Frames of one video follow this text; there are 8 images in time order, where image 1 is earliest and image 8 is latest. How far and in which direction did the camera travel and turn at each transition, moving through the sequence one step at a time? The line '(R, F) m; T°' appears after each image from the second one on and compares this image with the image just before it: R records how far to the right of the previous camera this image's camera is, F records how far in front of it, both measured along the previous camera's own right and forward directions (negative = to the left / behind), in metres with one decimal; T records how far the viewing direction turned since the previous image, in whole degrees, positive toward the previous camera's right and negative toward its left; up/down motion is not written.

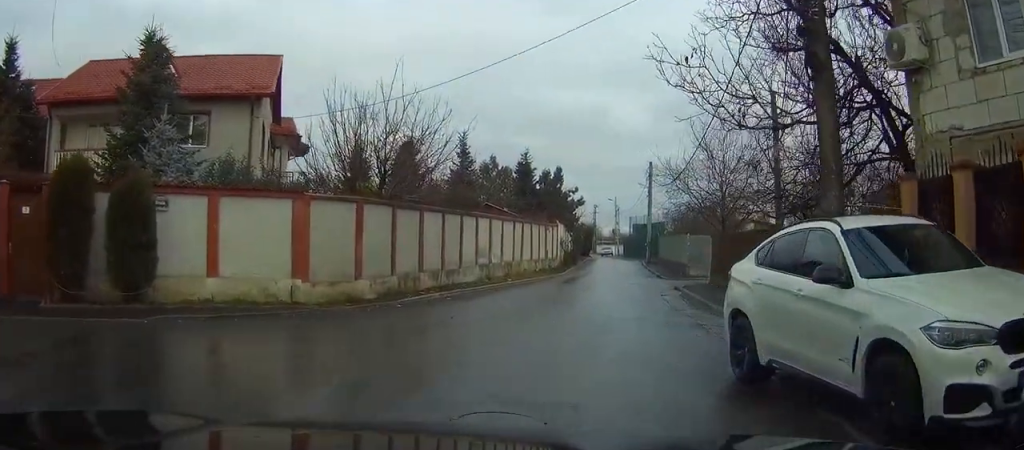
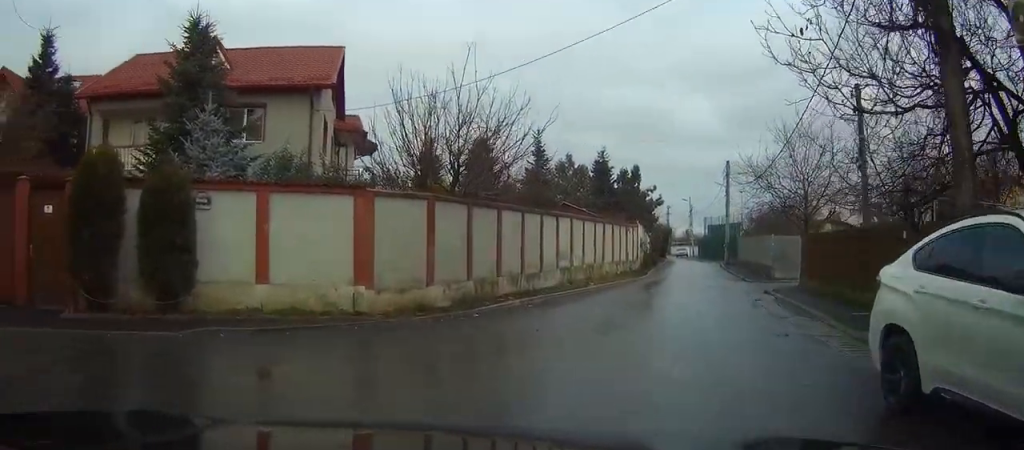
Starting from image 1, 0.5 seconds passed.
(0.0, +2.0) m; -5°
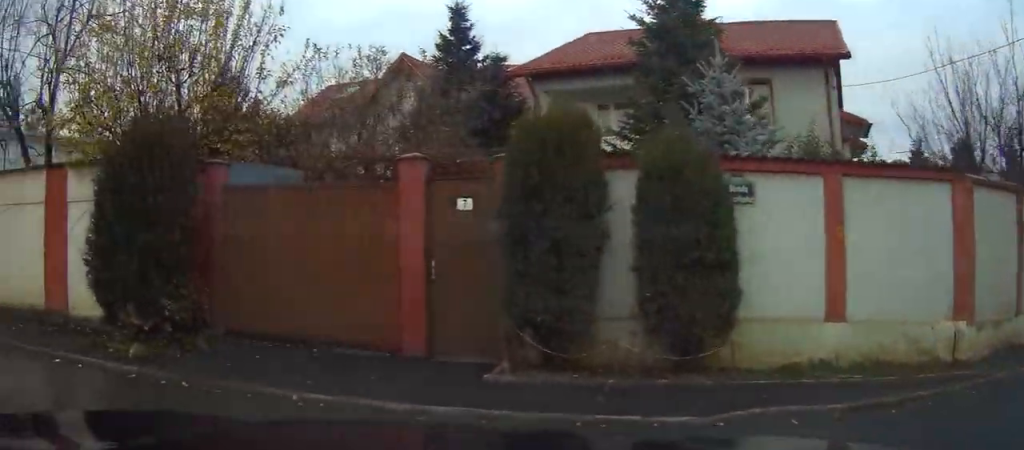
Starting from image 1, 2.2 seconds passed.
(-1.2, +5.4) m; -35°
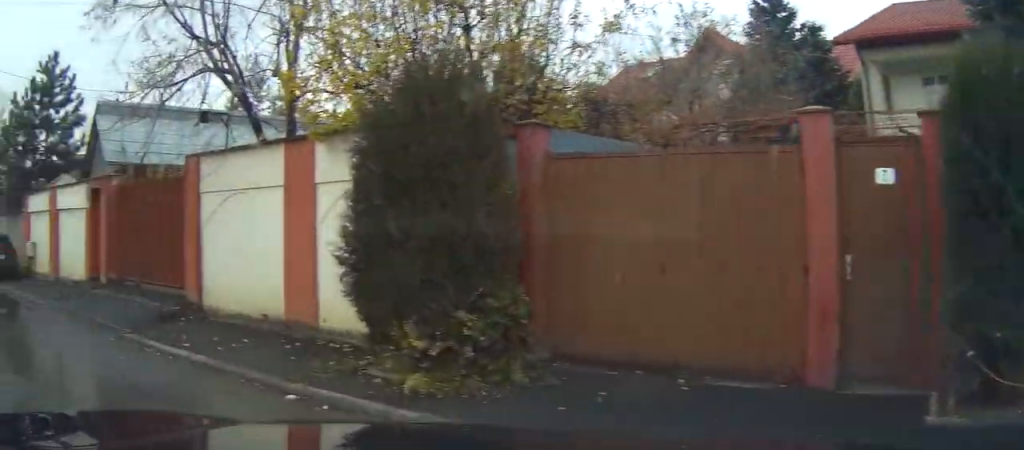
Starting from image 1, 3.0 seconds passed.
(-0.4, +2.5) m; -20°
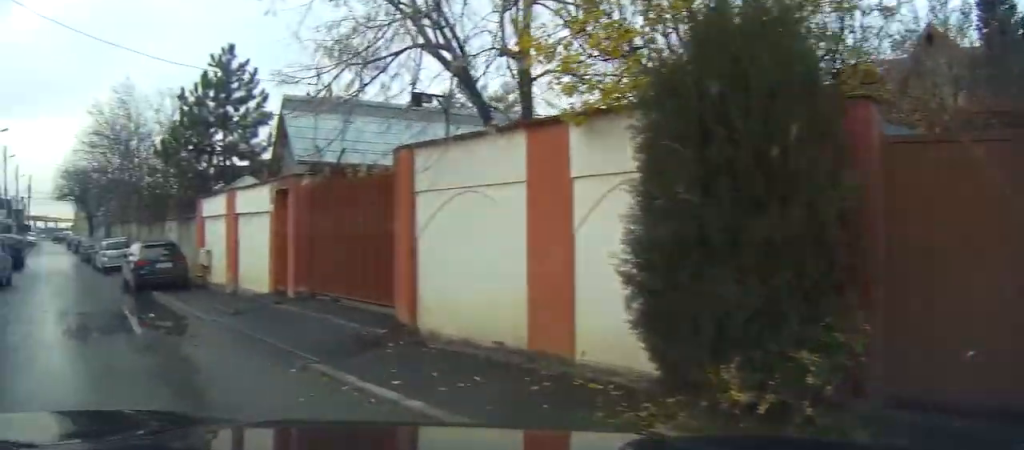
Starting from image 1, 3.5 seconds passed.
(-0.4, +2.0) m; -13°
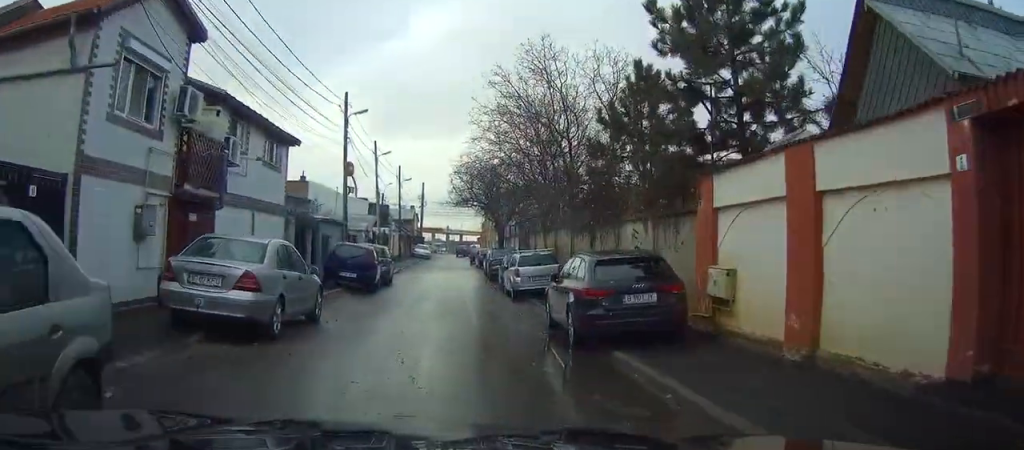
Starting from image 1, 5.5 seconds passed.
(-3.2, +8.2) m; -34°
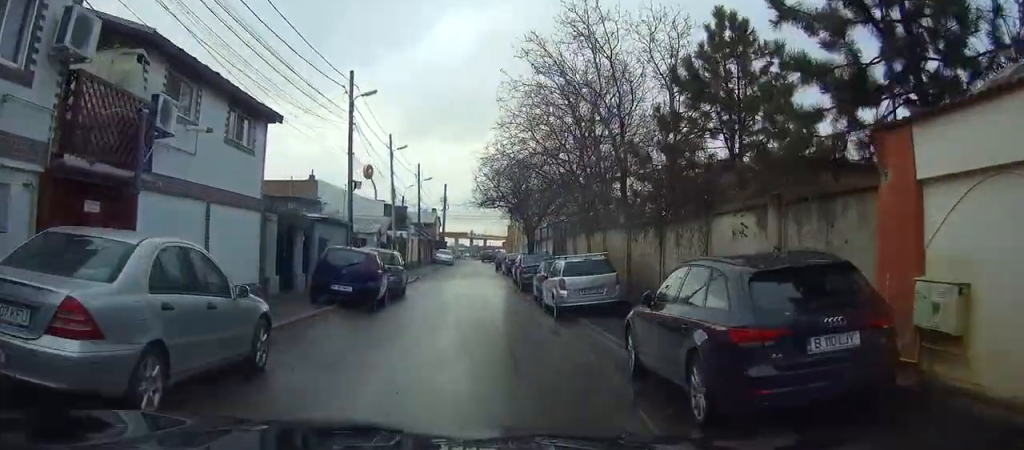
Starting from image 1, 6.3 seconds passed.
(-0.3, +4.8) m; -5°
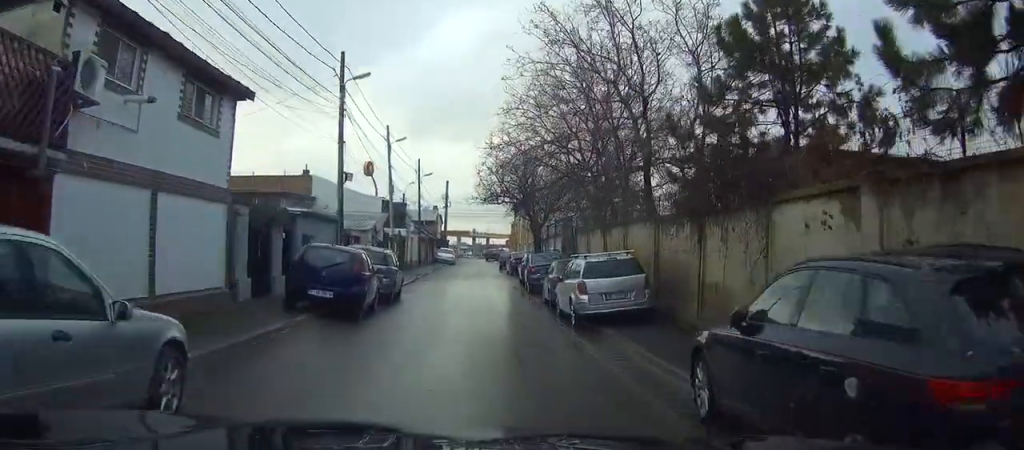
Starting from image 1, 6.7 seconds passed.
(0.0, +2.5) m; -1°
